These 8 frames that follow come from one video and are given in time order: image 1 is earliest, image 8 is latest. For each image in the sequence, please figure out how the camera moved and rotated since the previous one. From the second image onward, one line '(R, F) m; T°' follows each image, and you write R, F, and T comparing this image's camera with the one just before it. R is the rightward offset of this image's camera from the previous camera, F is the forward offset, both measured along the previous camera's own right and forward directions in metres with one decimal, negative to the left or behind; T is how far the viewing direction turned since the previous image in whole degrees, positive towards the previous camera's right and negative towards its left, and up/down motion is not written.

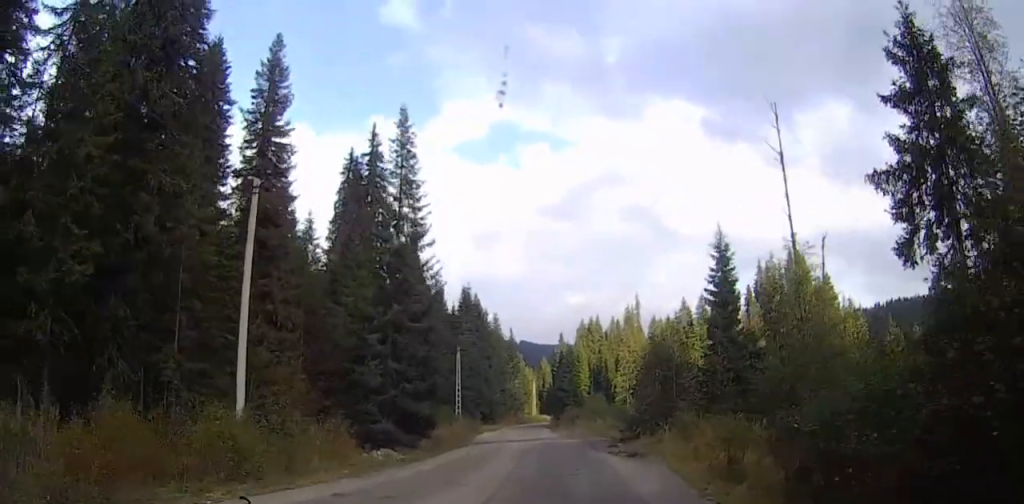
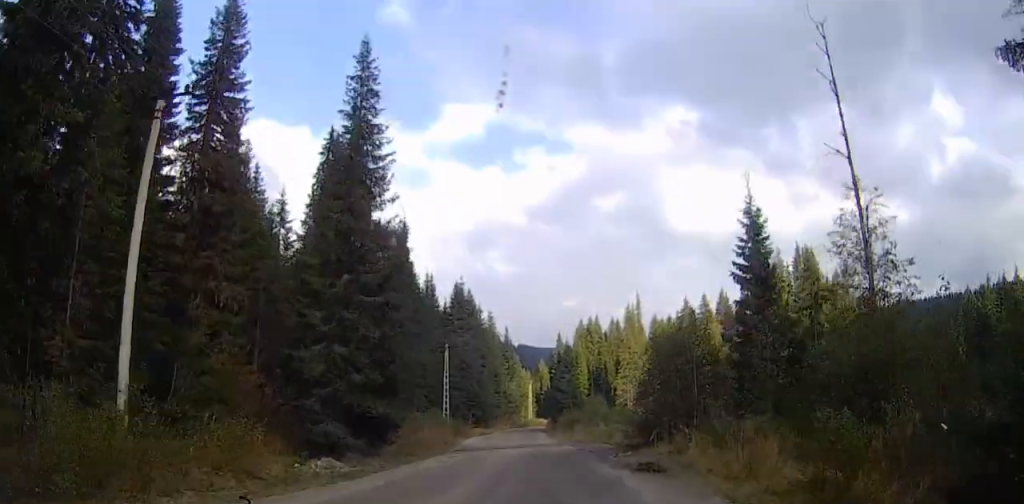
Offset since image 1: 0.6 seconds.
(+0.3, +6.9) m; +2°
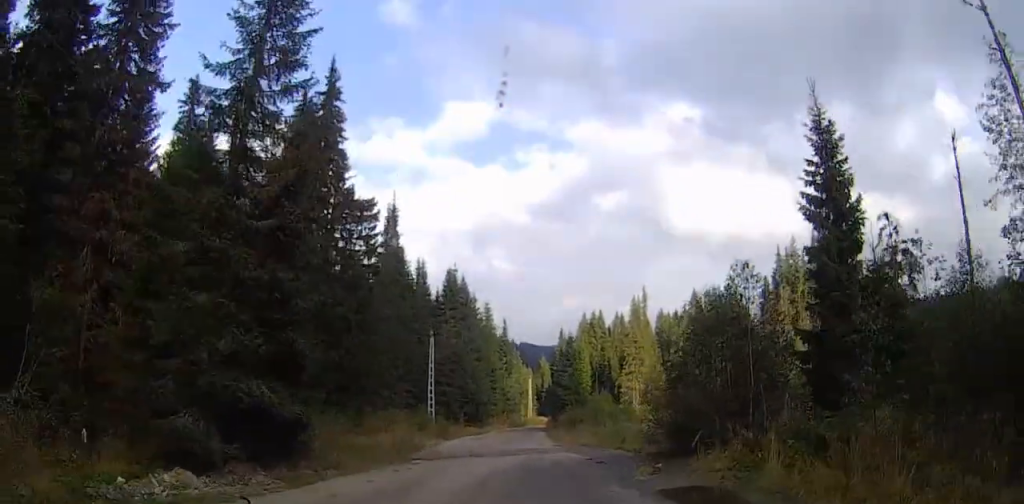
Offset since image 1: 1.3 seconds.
(+0.2, +8.9) m; 0°
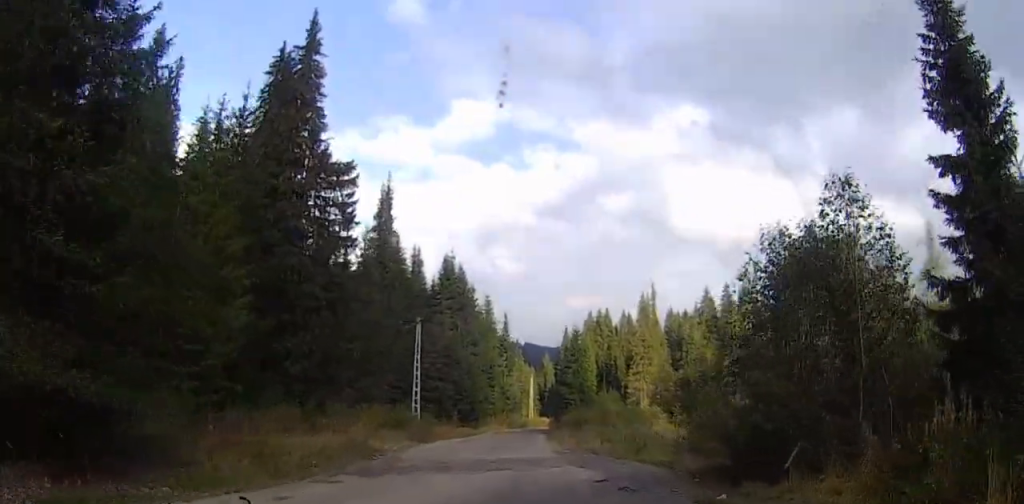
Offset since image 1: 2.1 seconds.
(+0.2, +7.9) m; -3°
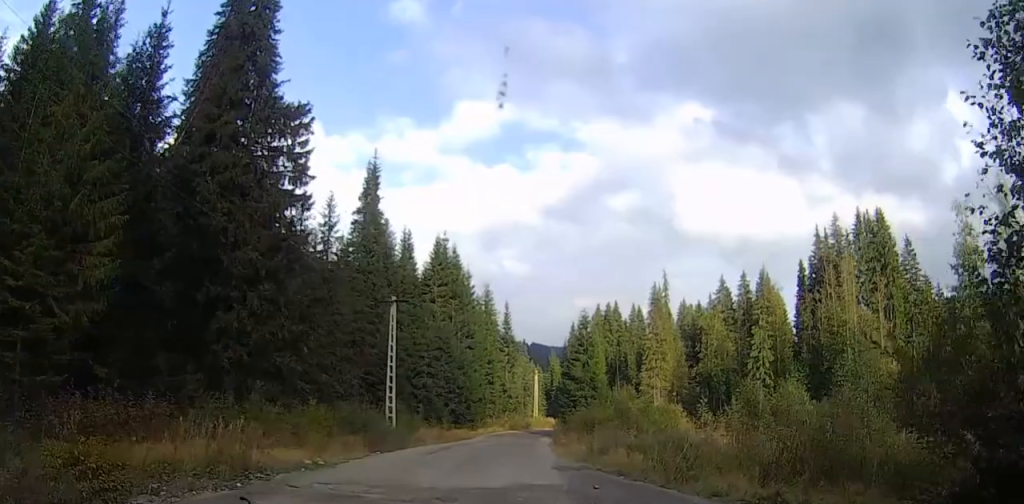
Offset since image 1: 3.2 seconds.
(-0.9, +9.9) m; -5°
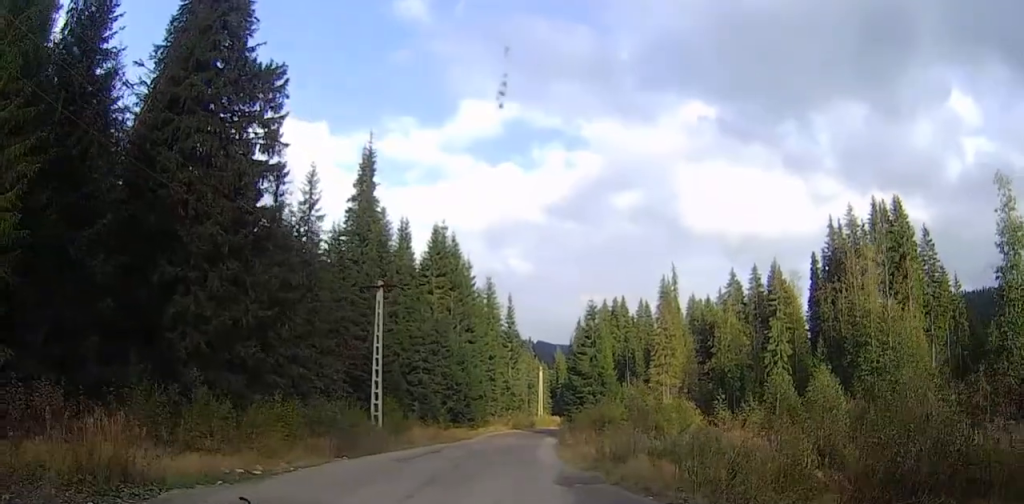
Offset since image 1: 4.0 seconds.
(0.0, +5.5) m; +1°
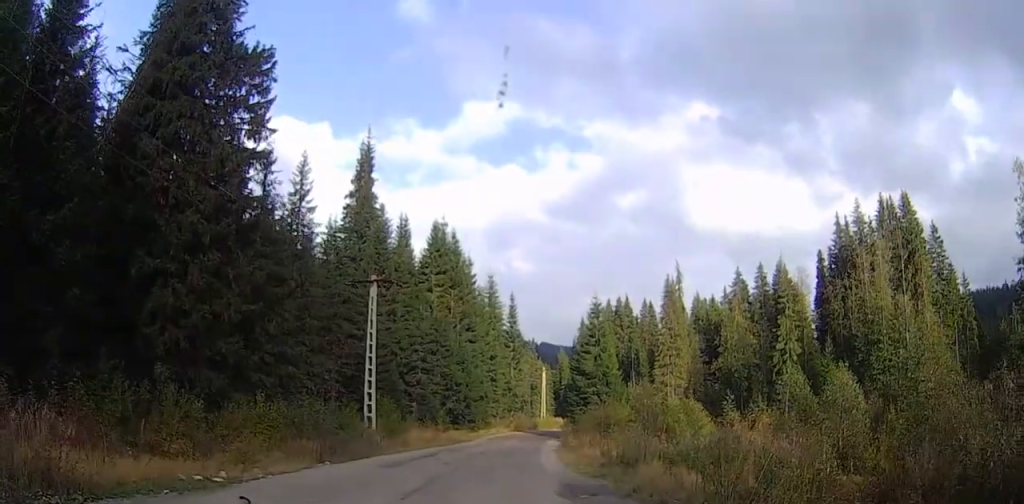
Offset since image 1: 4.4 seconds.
(0.0, +2.9) m; +3°
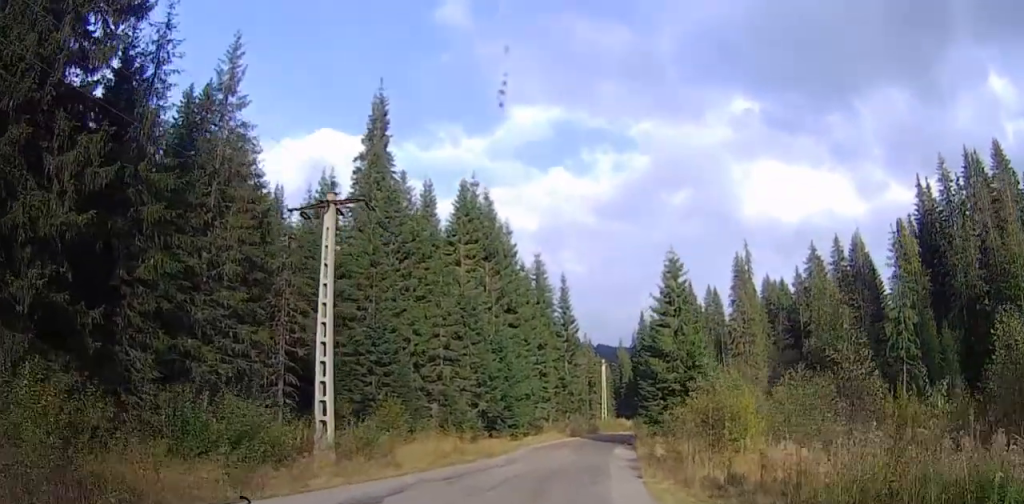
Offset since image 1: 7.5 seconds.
(+0.5, +18.8) m; -5°
